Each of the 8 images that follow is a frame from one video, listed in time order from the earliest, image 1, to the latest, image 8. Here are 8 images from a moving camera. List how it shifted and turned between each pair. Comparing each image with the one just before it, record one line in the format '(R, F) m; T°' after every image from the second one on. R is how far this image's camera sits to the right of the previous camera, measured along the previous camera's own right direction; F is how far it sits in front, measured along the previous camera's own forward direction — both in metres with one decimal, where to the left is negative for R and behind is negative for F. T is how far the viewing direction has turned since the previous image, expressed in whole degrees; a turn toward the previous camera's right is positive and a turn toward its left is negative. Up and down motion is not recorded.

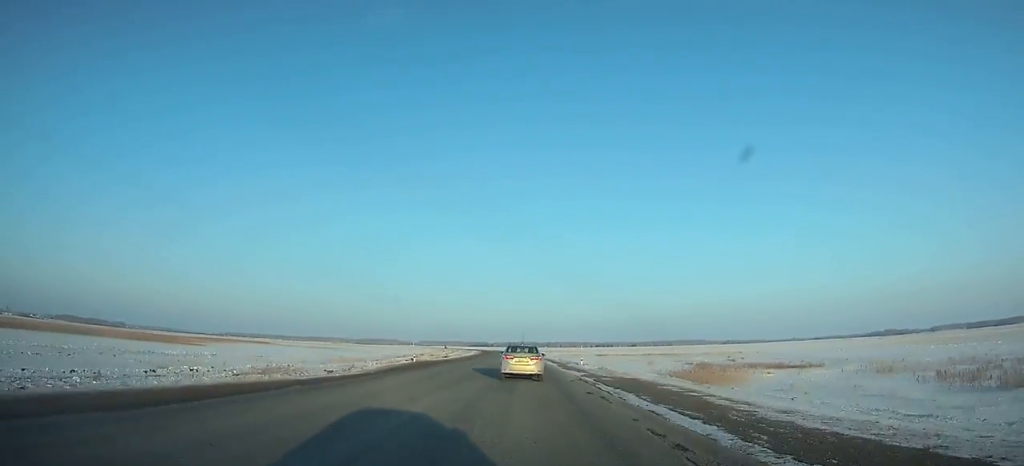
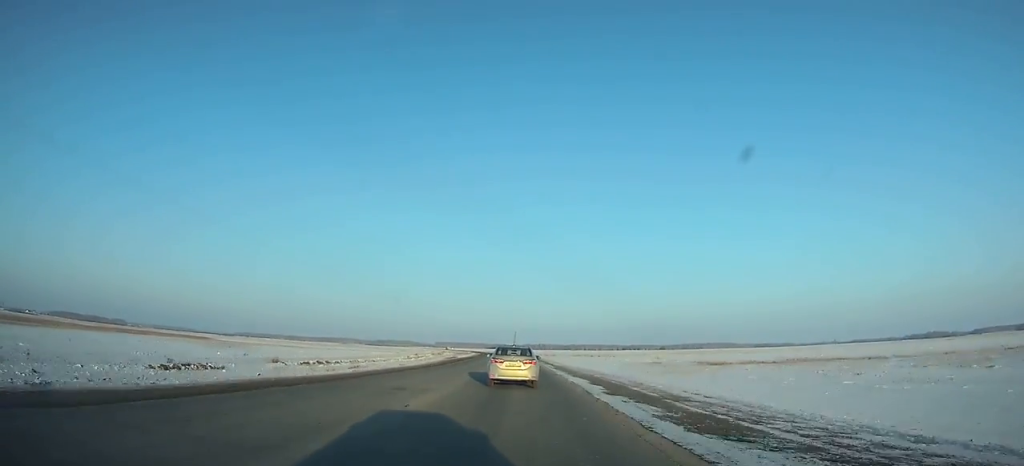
(-2.6, +126.1) m; -2°
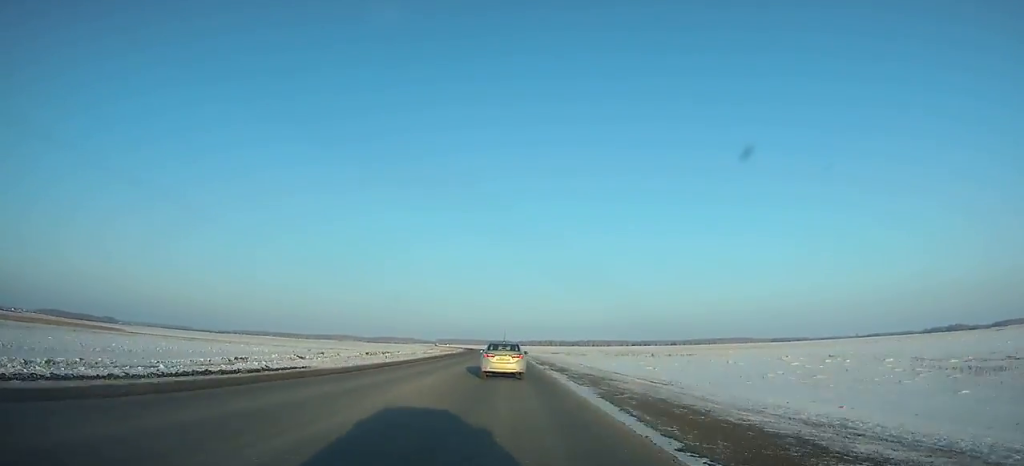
(-0.9, +94.7) m; -1°
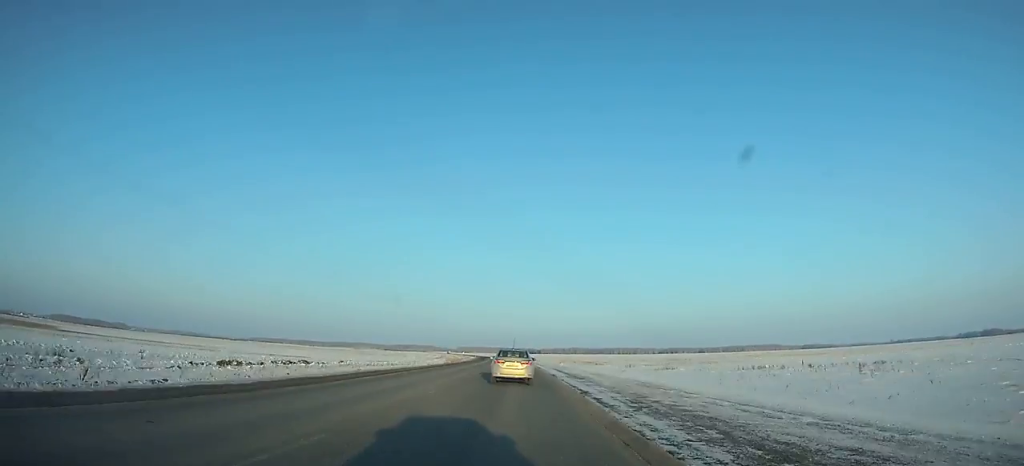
(-0.4, +61.5) m; -1°
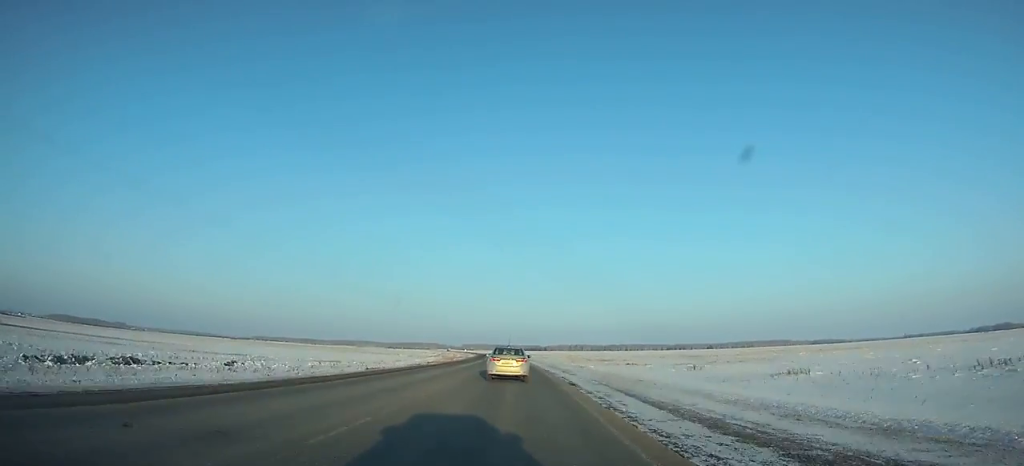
(-0.1, +33.9) m; -1°
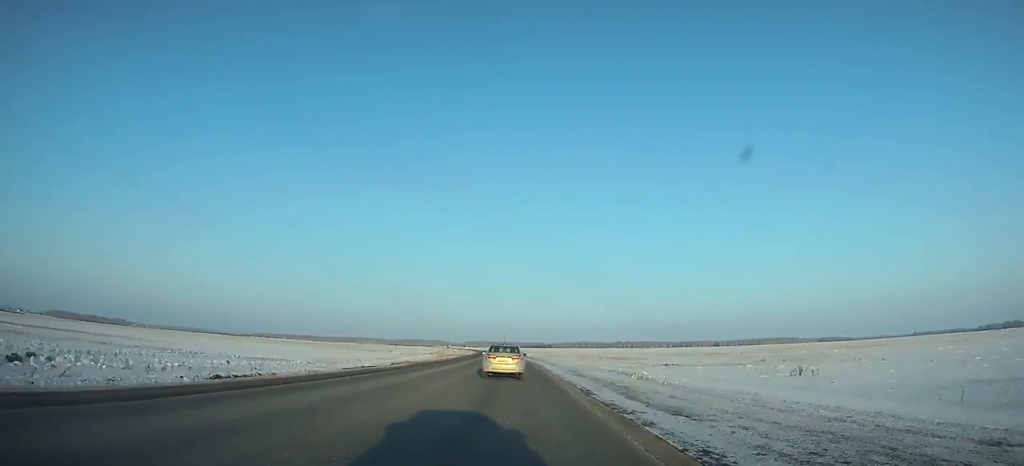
(-0.2, +23.9) m; -1°
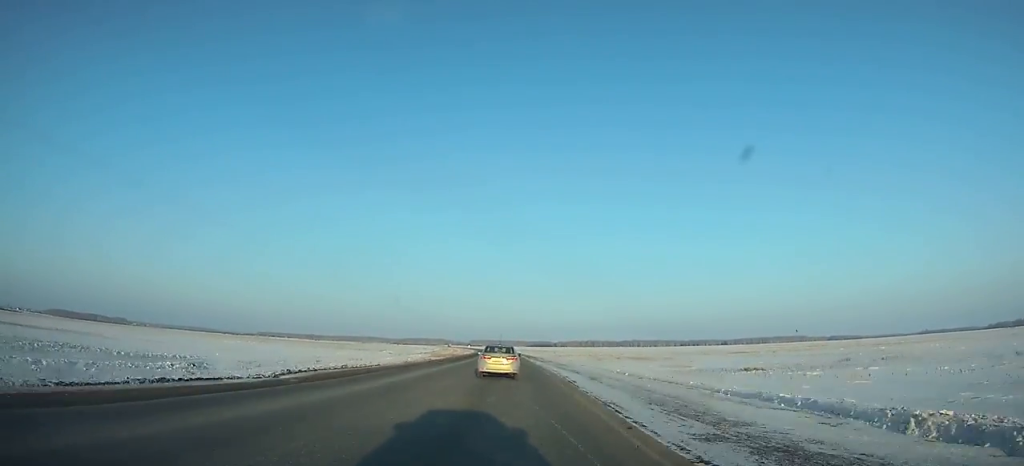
(0.0, +25.9) m; -1°
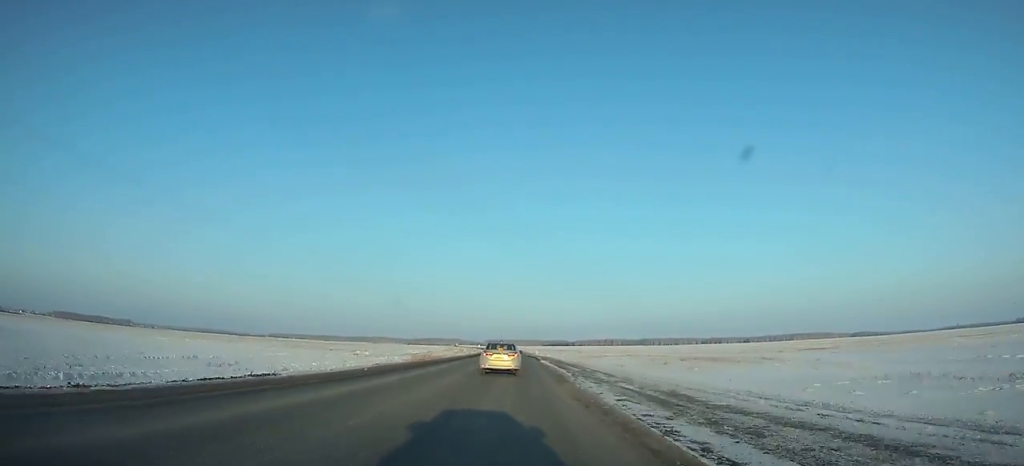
(-0.9, +55.0) m; -1°
